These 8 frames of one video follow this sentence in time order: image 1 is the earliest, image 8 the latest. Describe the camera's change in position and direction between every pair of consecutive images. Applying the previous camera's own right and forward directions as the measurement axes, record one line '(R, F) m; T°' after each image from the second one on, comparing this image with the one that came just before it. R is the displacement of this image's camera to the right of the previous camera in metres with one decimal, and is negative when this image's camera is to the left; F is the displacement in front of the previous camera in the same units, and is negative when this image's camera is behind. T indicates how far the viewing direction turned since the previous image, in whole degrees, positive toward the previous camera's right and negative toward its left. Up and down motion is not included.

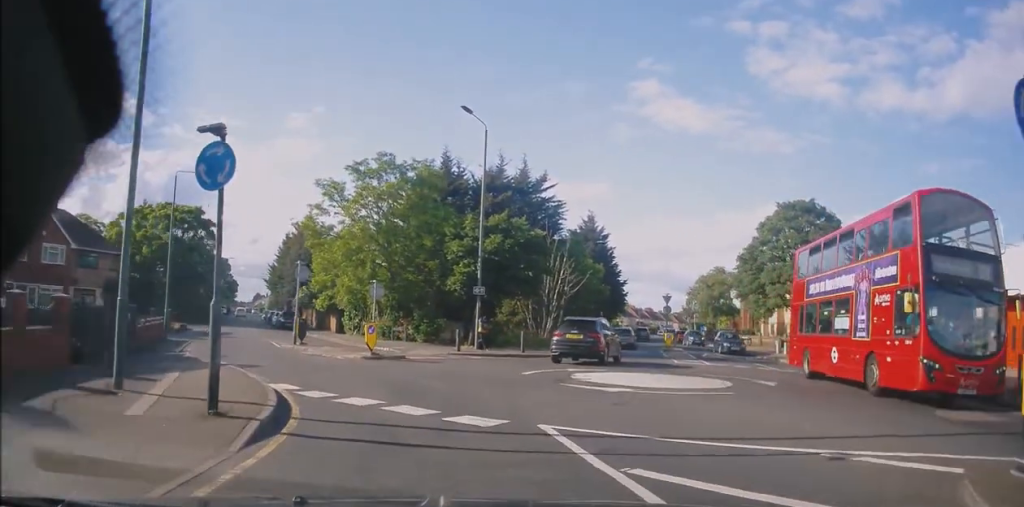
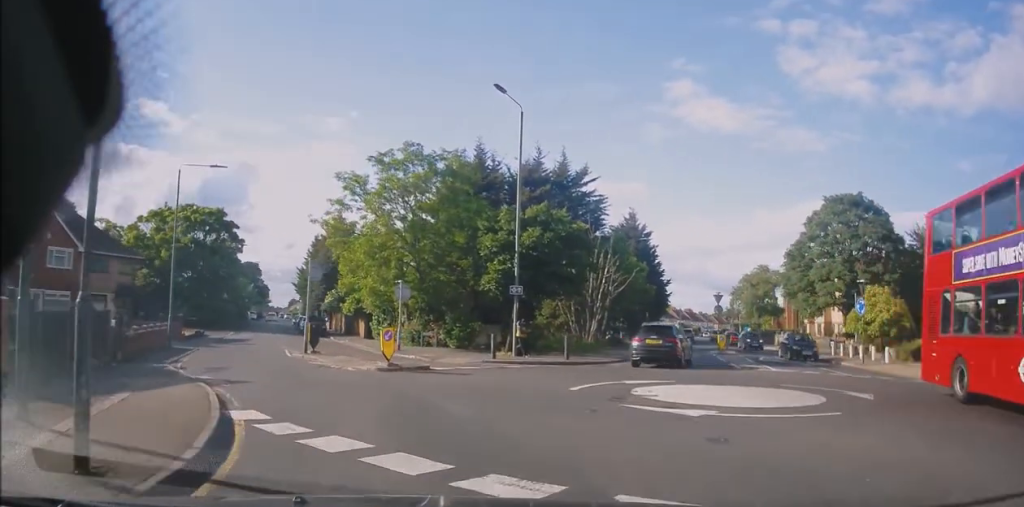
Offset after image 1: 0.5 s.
(0.0, +3.0) m; -5°
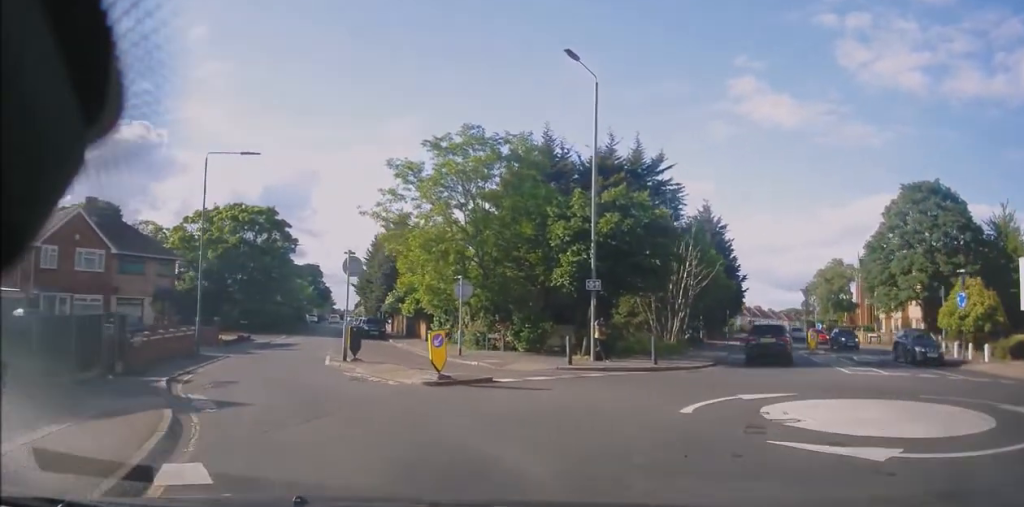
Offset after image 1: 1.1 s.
(-0.2, +3.2) m; -9°
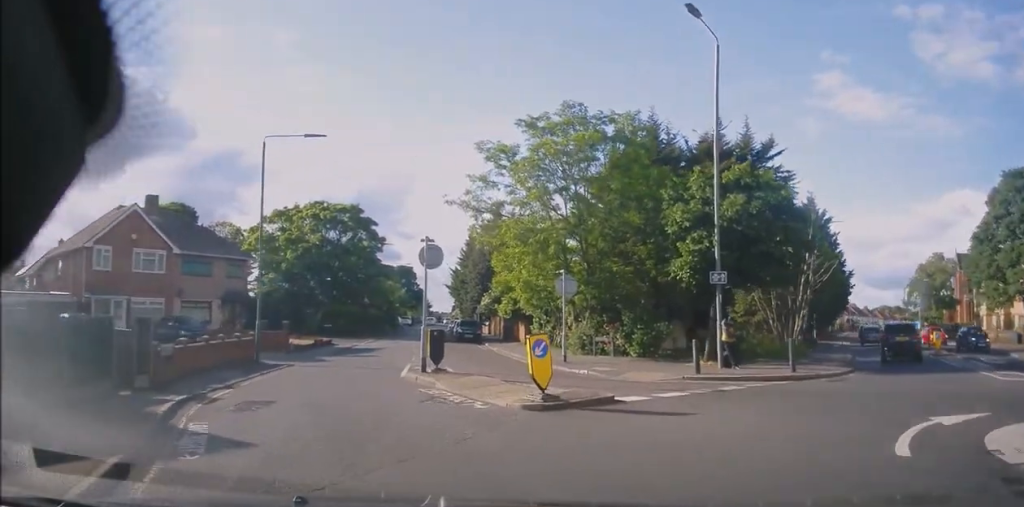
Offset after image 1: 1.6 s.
(-0.3, +3.2) m; -8°
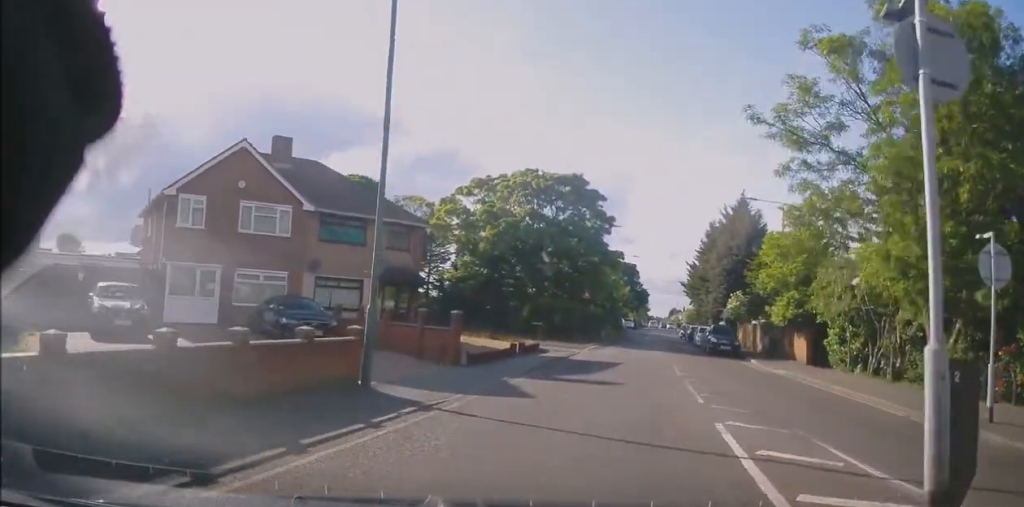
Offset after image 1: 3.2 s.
(-2.0, +10.5) m; -10°
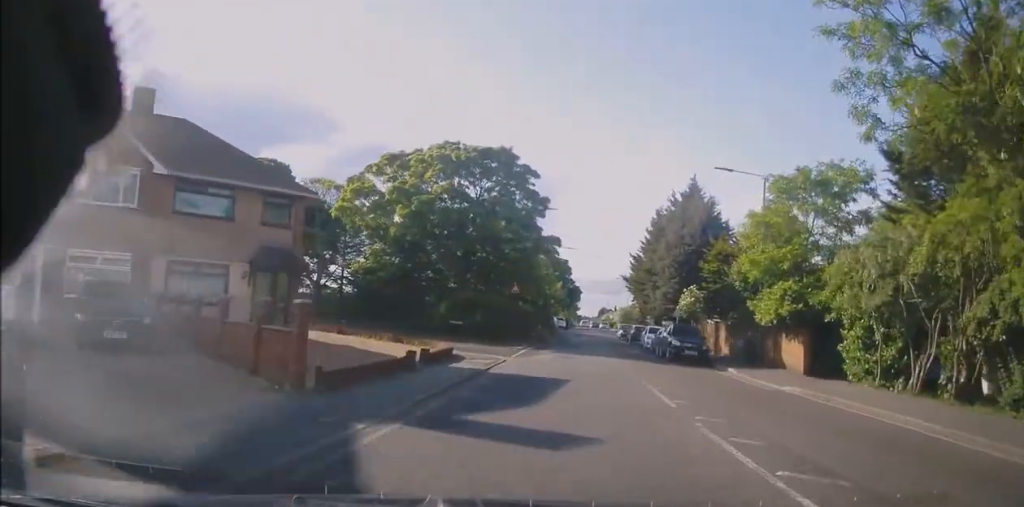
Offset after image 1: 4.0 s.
(+0.3, +6.6) m; +2°
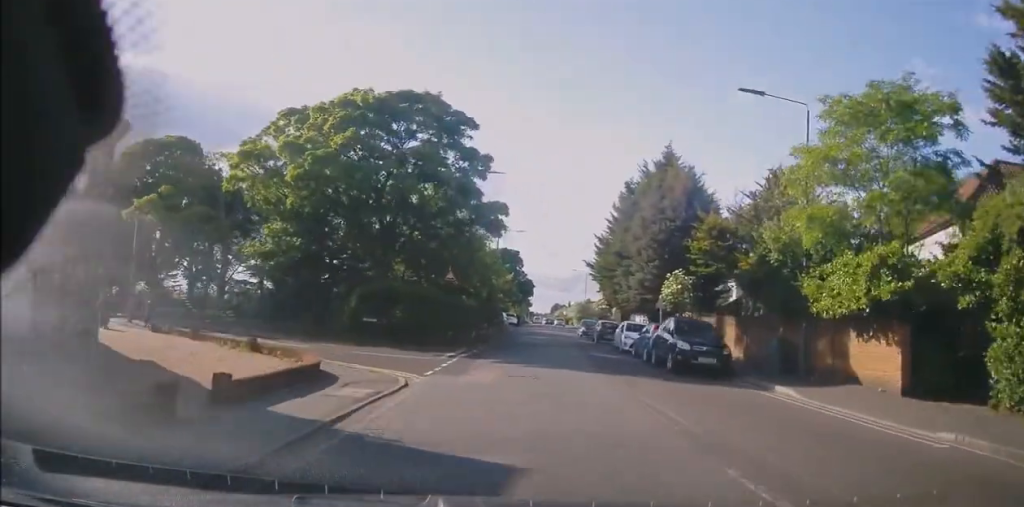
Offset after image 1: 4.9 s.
(+0.1, +8.9) m; +3°
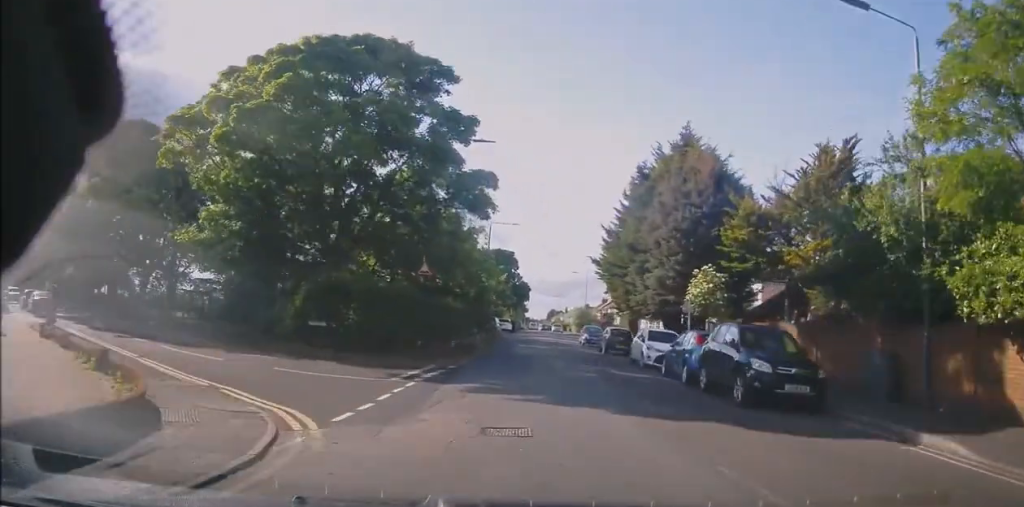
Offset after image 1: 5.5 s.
(-0.1, +6.1) m; +2°
